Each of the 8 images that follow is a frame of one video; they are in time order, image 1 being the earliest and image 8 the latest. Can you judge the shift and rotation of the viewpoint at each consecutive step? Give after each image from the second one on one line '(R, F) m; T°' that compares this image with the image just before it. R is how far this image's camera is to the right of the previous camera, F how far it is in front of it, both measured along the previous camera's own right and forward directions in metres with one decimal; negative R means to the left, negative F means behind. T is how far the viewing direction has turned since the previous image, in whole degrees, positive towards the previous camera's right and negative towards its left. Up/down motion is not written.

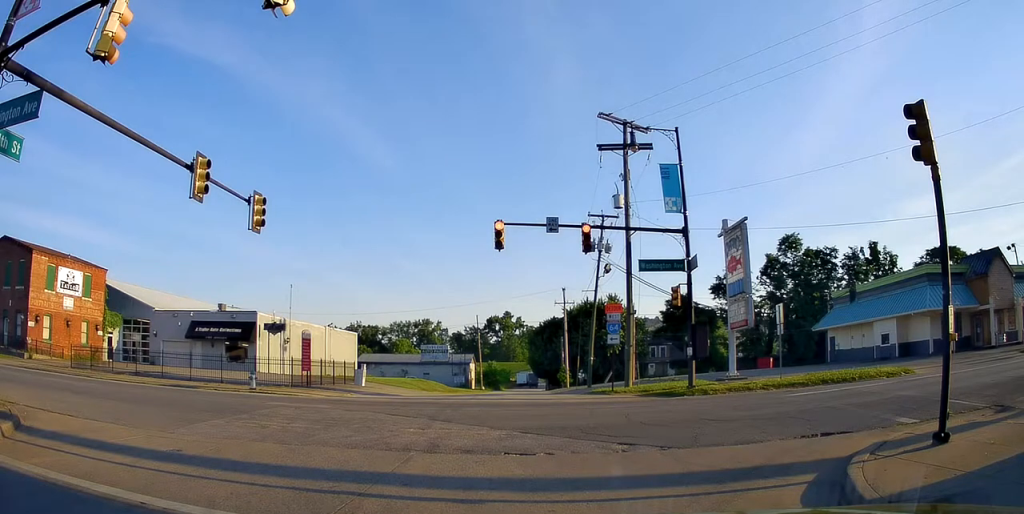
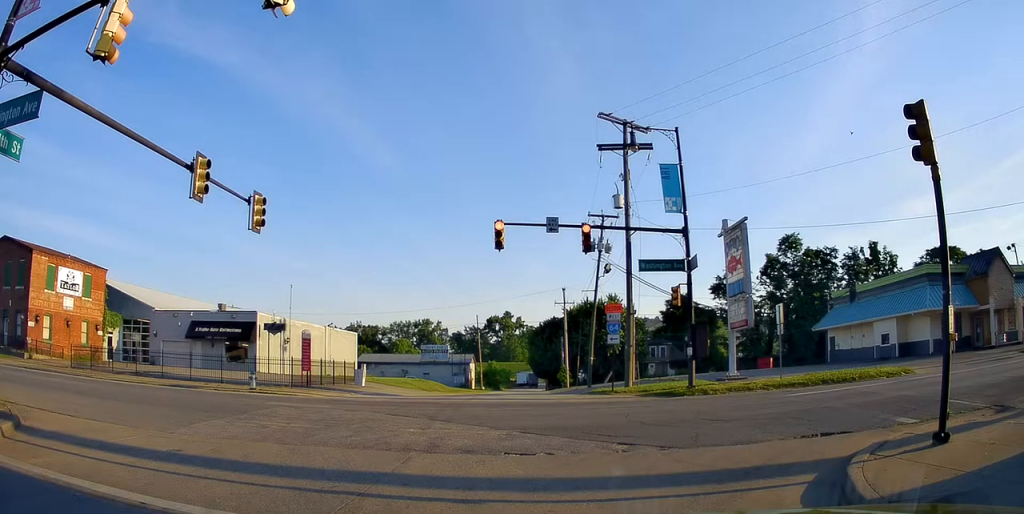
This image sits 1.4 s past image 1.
(0.0, 0.0) m; 0°
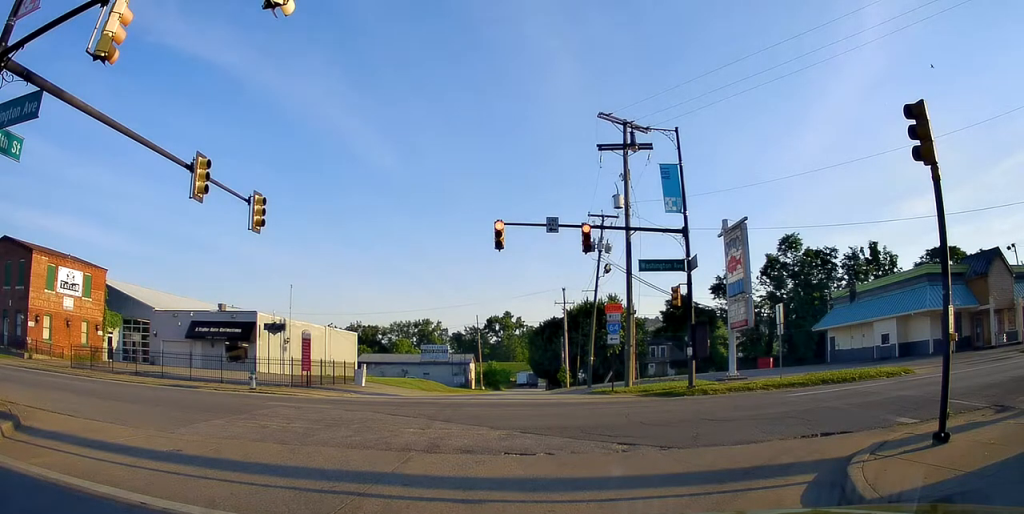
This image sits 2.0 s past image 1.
(0.0, 0.0) m; 0°
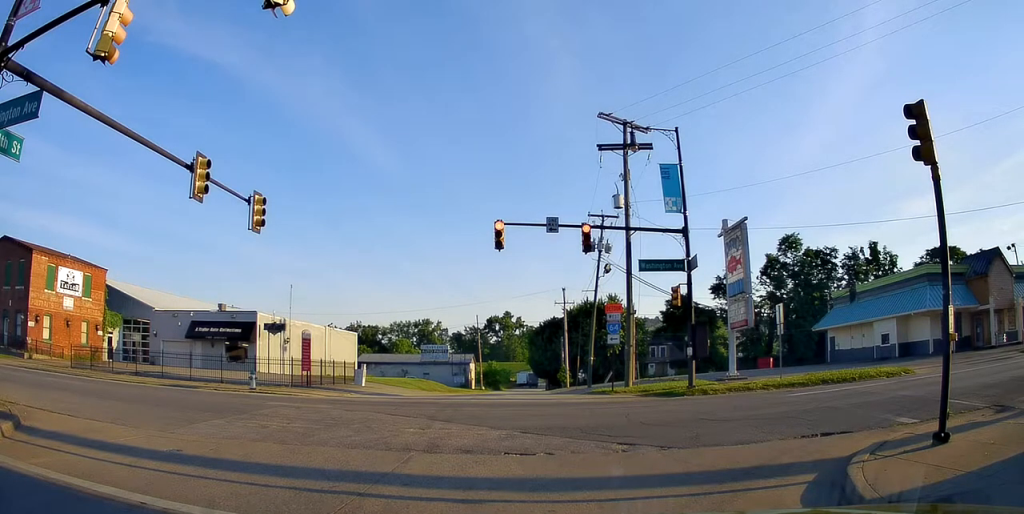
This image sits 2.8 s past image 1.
(0.0, 0.0) m; 0°
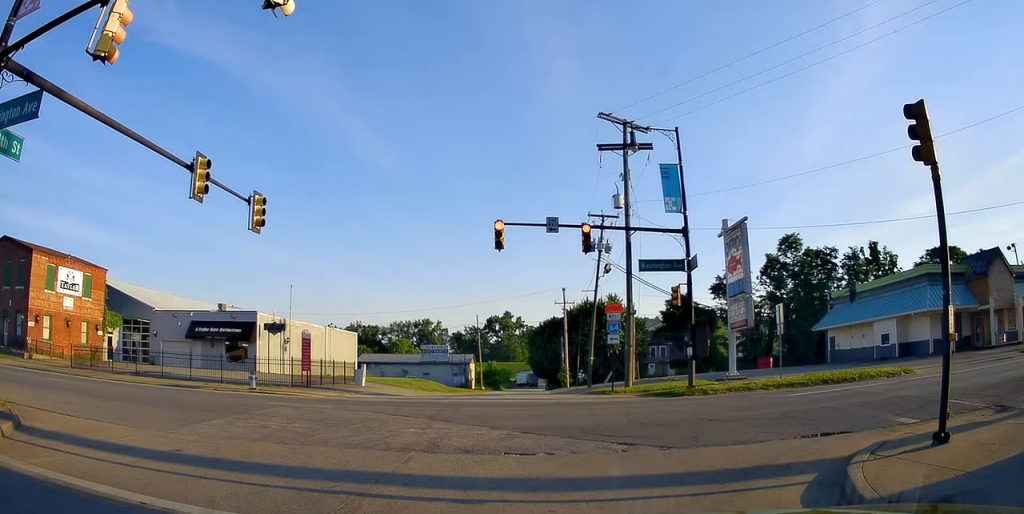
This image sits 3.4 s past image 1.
(0.0, 0.0) m; 0°
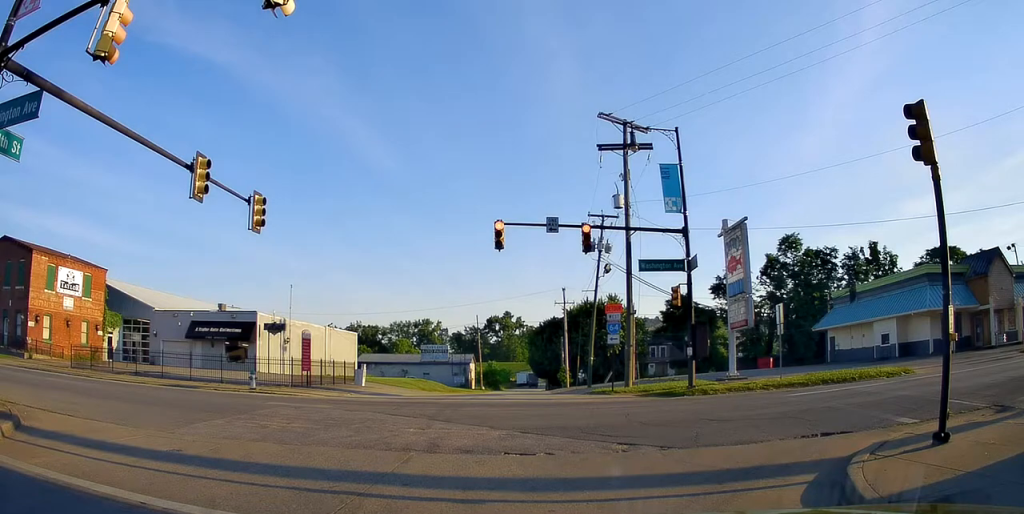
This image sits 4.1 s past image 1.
(0.0, 0.0) m; 0°
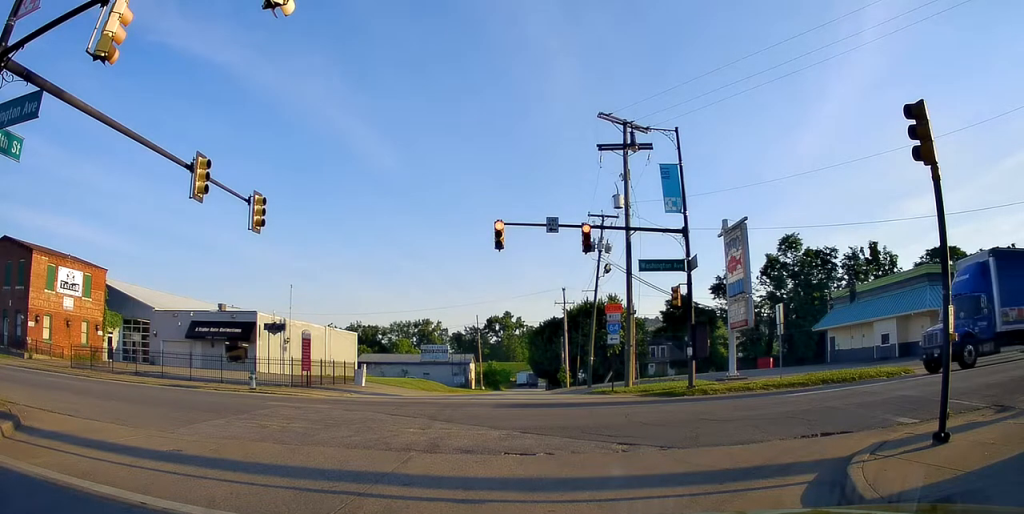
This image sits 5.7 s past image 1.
(0.0, 0.0) m; 0°
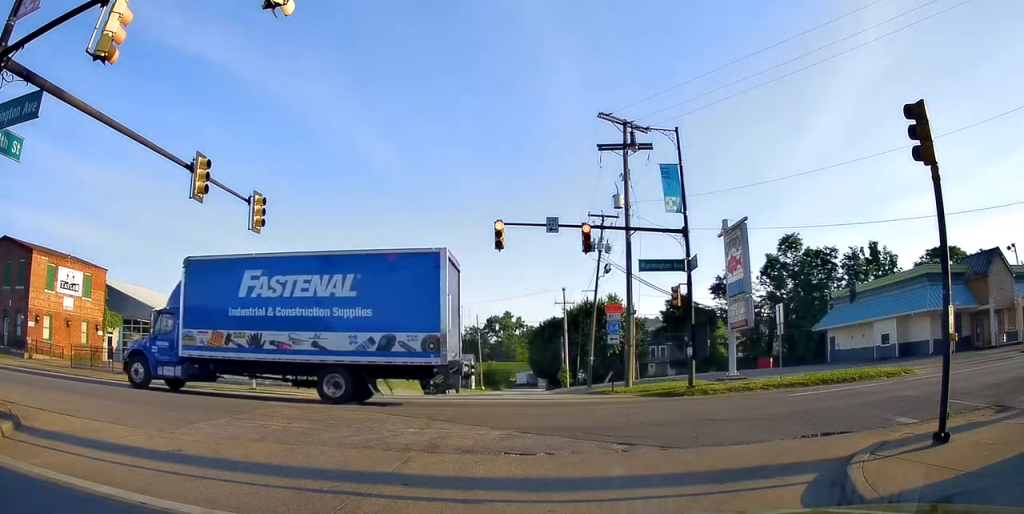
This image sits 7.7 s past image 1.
(0.0, 0.0) m; 0°
